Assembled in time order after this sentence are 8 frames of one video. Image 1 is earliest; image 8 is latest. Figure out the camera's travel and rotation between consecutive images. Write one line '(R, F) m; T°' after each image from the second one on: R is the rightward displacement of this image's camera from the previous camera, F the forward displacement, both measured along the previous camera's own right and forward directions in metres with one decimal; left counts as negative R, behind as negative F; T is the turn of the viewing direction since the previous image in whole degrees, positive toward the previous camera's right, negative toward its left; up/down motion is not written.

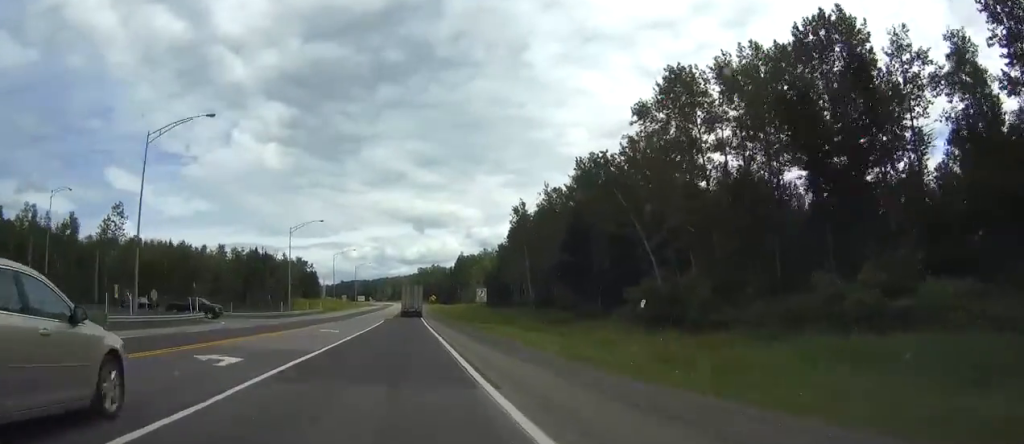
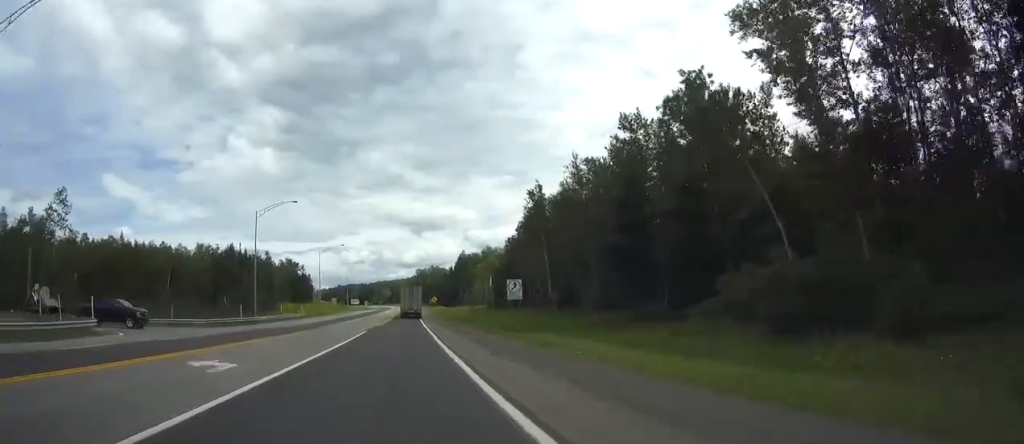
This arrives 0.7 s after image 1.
(0.0, +20.4) m; 0°
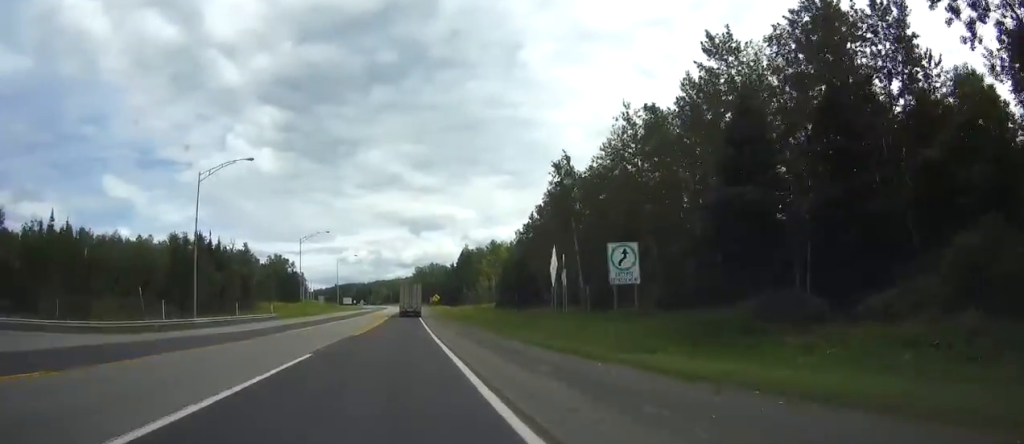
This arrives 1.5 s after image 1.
(0.0, +21.5) m; 0°
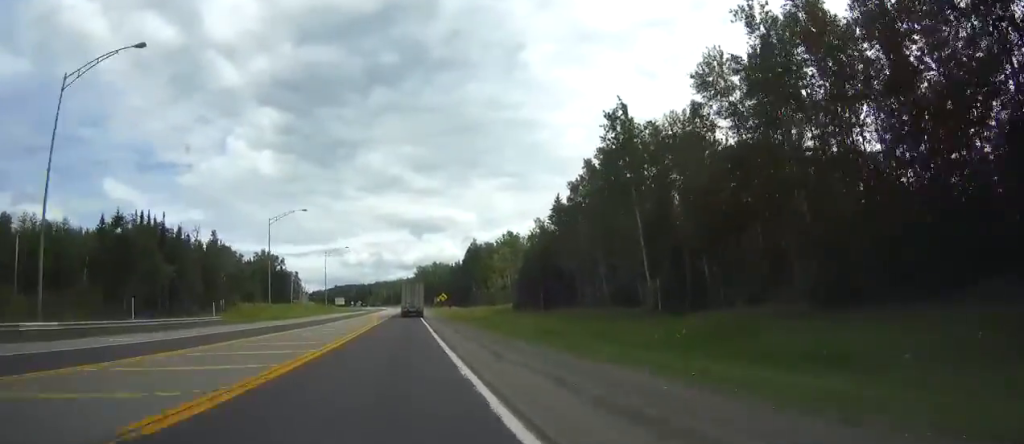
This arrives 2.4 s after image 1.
(+0.1, +25.5) m; 0°
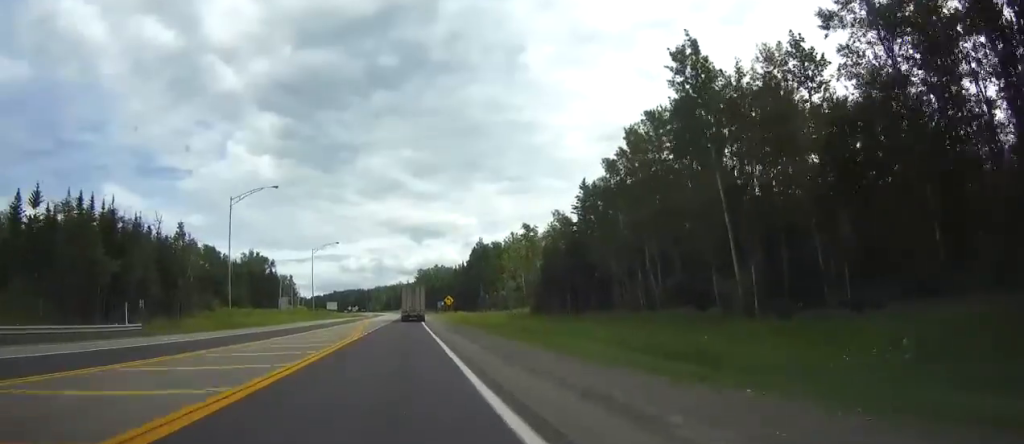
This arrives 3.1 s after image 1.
(0.0, +19.1) m; 0°
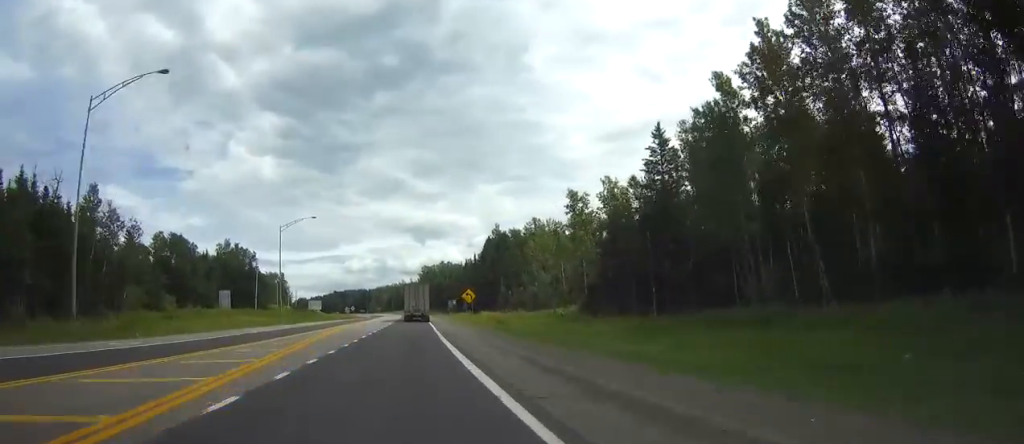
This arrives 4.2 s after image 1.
(0.0, +32.9) m; 0°
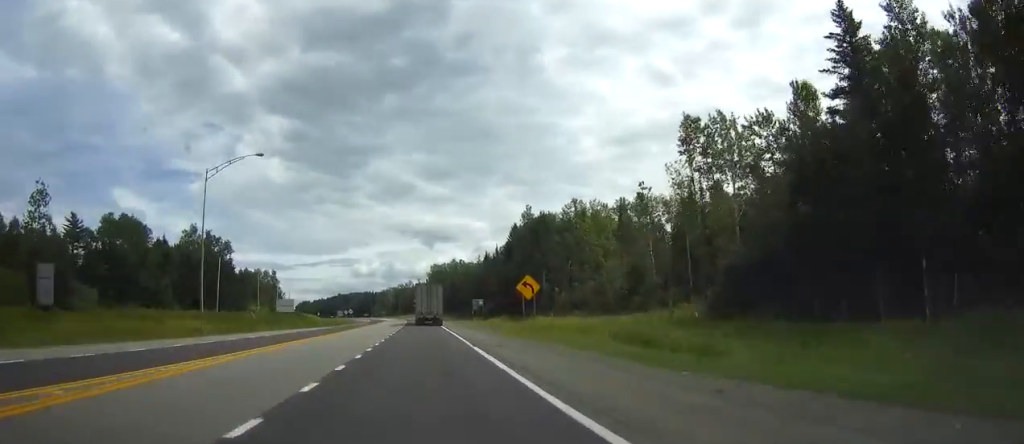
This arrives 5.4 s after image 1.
(-0.1, +36.3) m; 0°
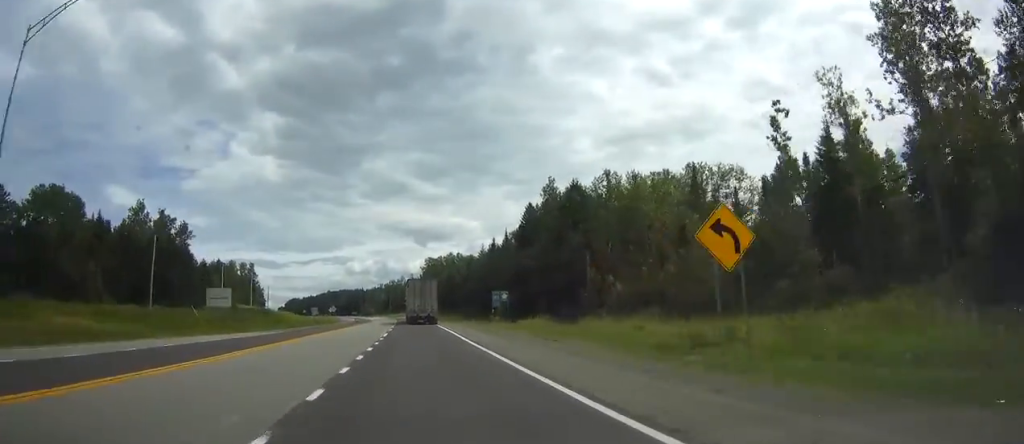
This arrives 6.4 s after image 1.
(+0.1, +28.6) m; 0°
